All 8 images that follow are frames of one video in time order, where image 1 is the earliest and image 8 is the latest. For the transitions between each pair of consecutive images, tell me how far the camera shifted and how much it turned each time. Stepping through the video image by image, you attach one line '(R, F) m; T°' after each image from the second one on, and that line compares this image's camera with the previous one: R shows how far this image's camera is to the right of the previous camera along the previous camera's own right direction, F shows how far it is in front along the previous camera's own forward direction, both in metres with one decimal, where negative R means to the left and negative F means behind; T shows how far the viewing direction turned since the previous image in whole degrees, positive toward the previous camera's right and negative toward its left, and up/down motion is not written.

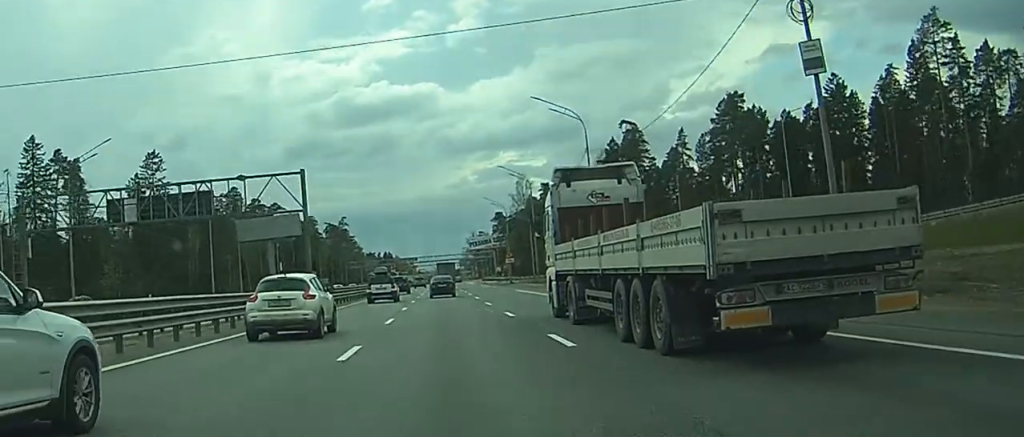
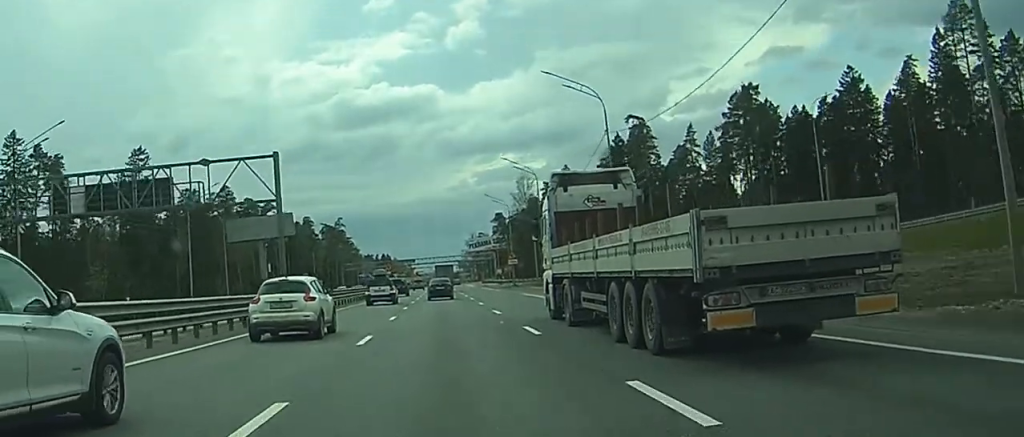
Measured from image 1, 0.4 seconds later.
(0.0, +8.1) m; 0°
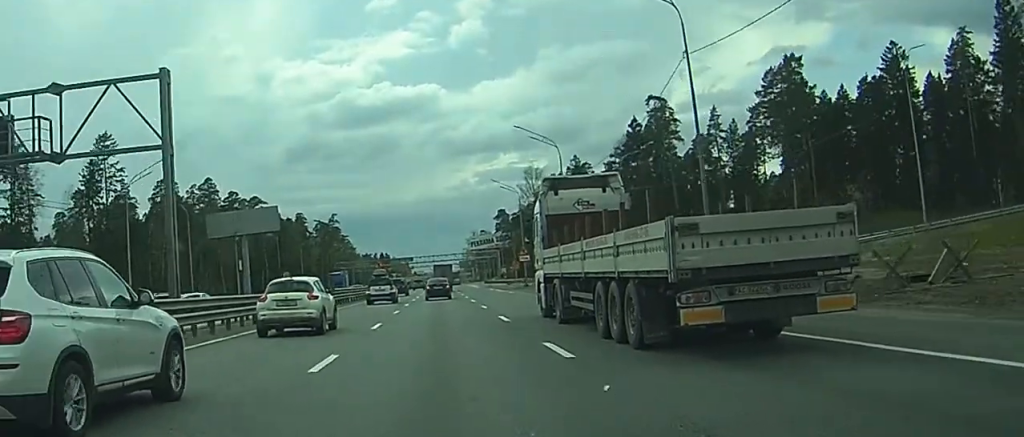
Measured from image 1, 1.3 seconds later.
(-0.1, +18.2) m; 0°
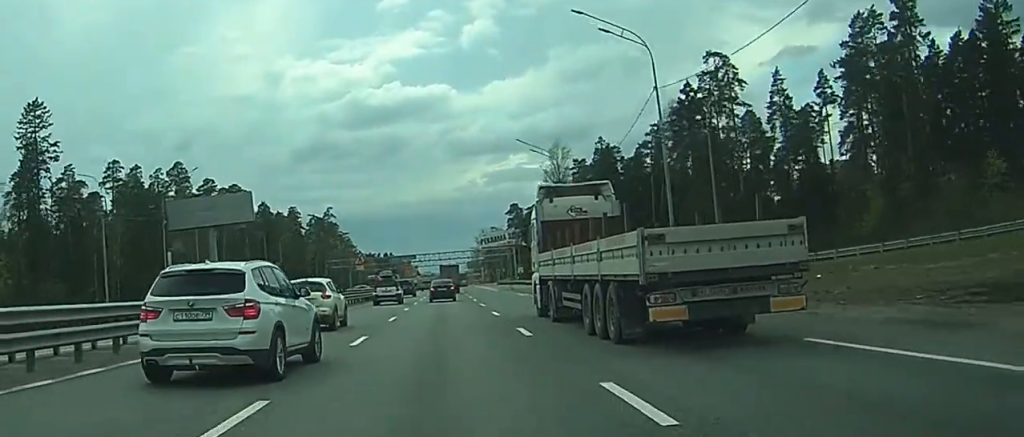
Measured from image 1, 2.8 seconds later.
(-0.2, +30.6) m; -1°
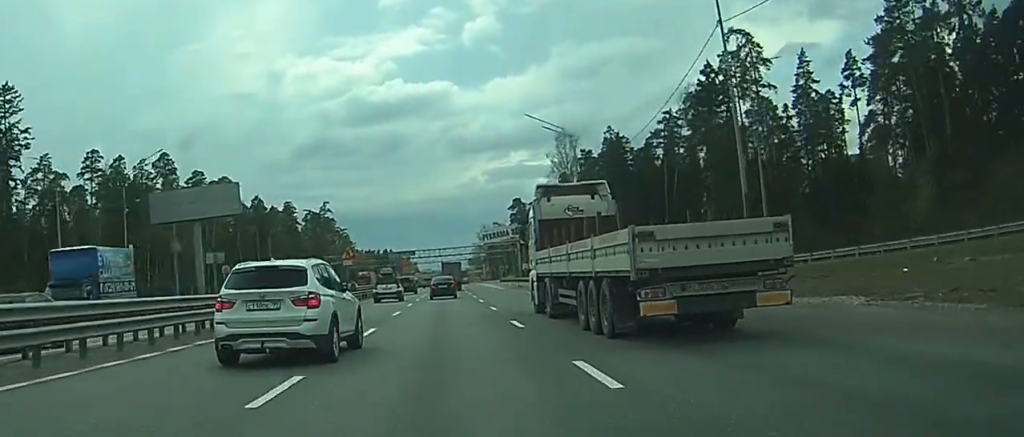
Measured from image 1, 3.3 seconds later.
(0.0, +9.8) m; +1°
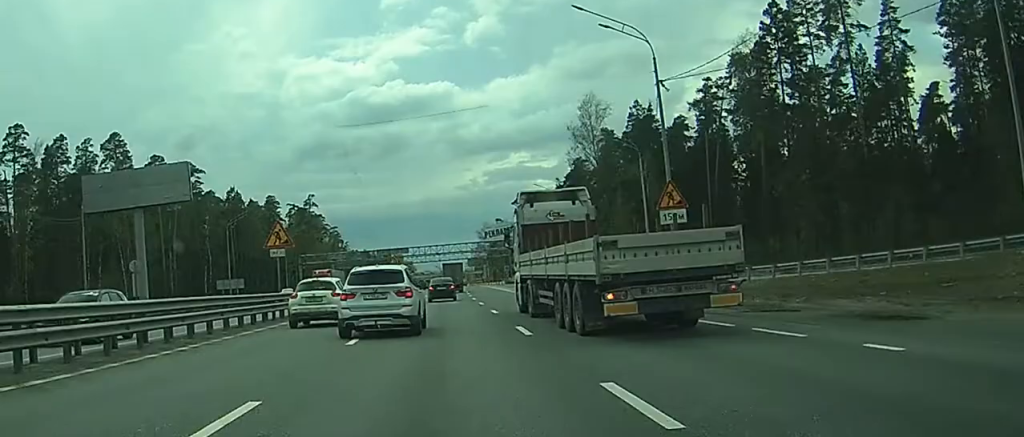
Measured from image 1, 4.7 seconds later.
(+0.7, +26.6) m; +3°
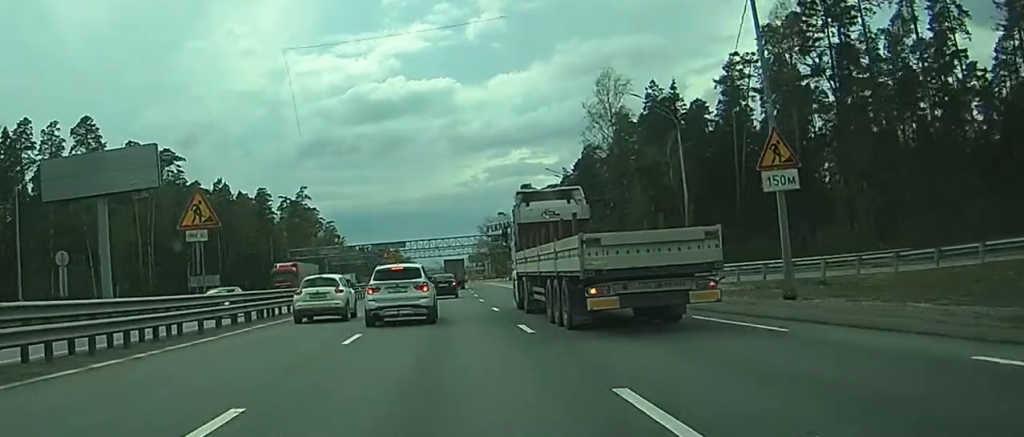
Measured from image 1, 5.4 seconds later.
(+0.1, +12.9) m; 0°
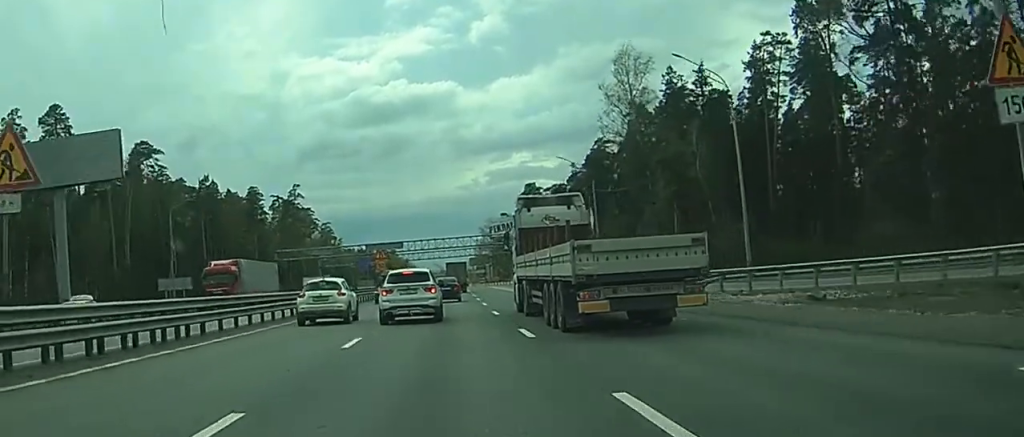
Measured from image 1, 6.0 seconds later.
(-0.1, +12.2) m; 0°
